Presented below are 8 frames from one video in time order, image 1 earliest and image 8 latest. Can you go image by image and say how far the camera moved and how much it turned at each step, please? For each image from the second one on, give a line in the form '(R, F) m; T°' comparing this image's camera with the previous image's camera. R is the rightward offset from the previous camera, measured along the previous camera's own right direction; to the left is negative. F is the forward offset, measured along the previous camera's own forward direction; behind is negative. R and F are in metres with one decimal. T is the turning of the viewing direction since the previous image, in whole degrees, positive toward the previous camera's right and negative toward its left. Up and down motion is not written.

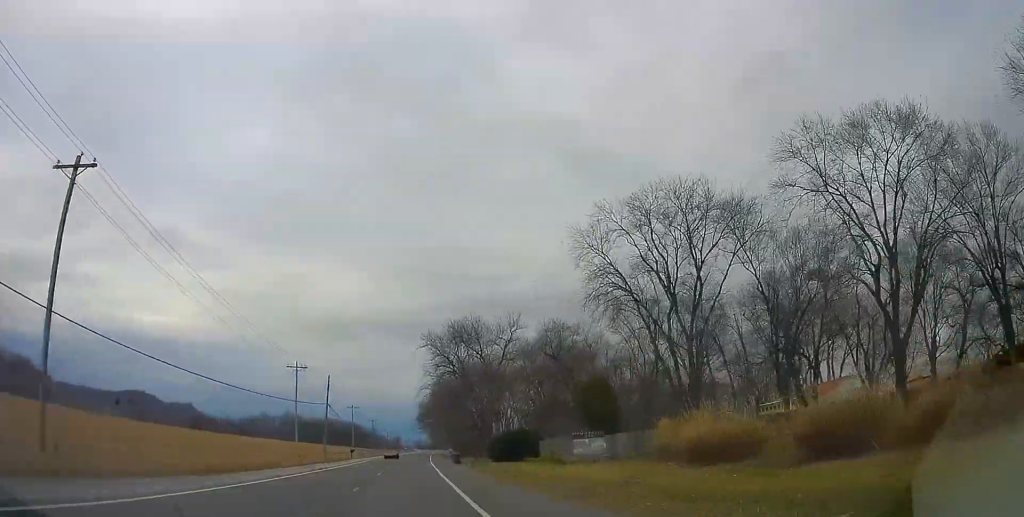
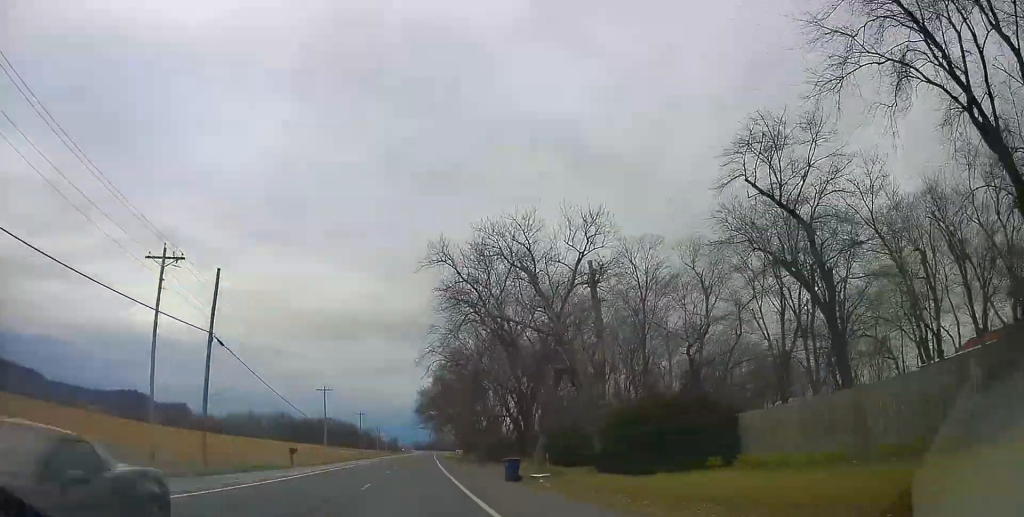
(-0.3, +36.8) m; 0°
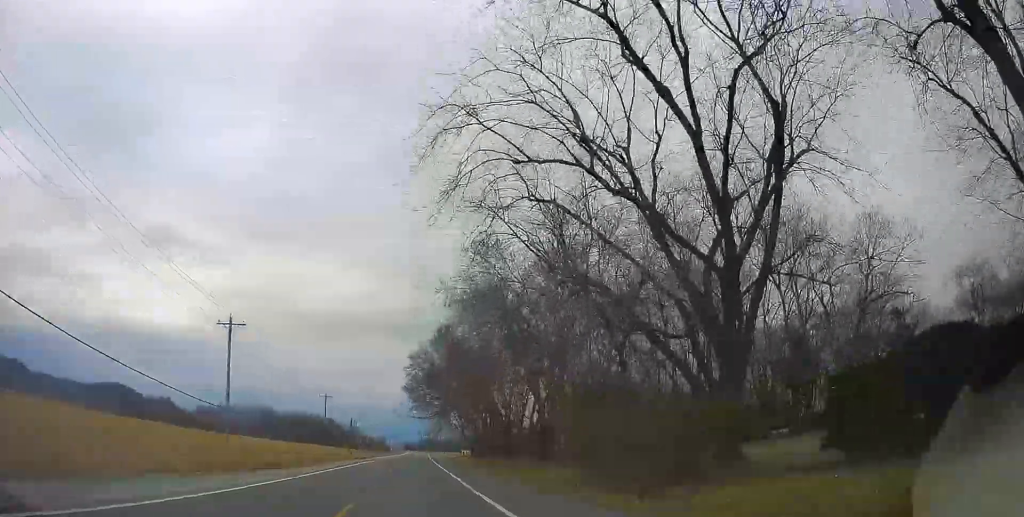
(+0.3, +43.2) m; +1°
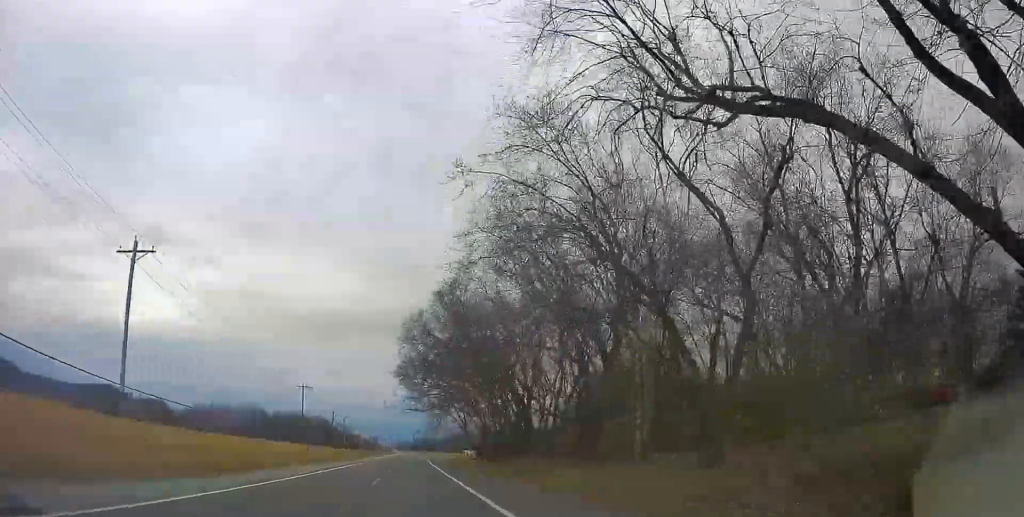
(0.0, +16.2) m; 0°
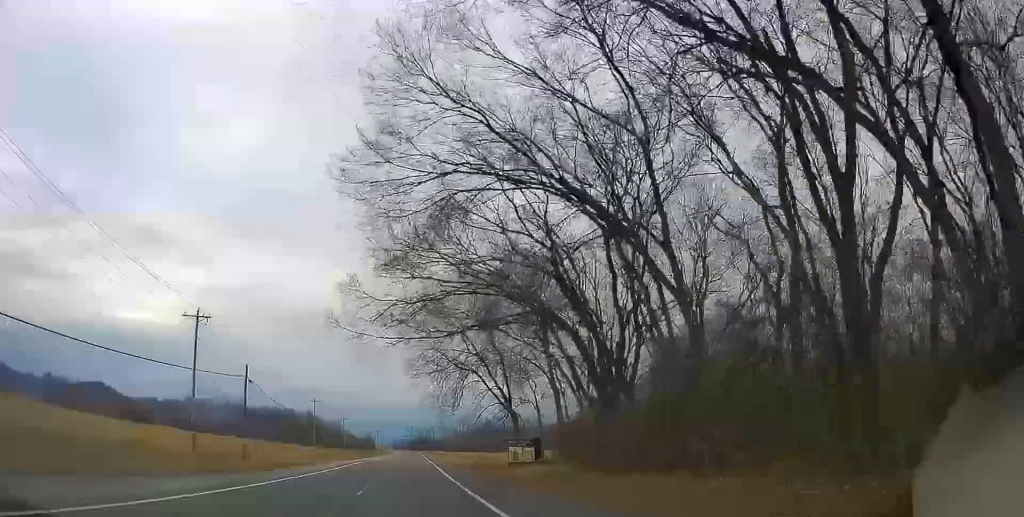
(+0.5, +42.0) m; 0°
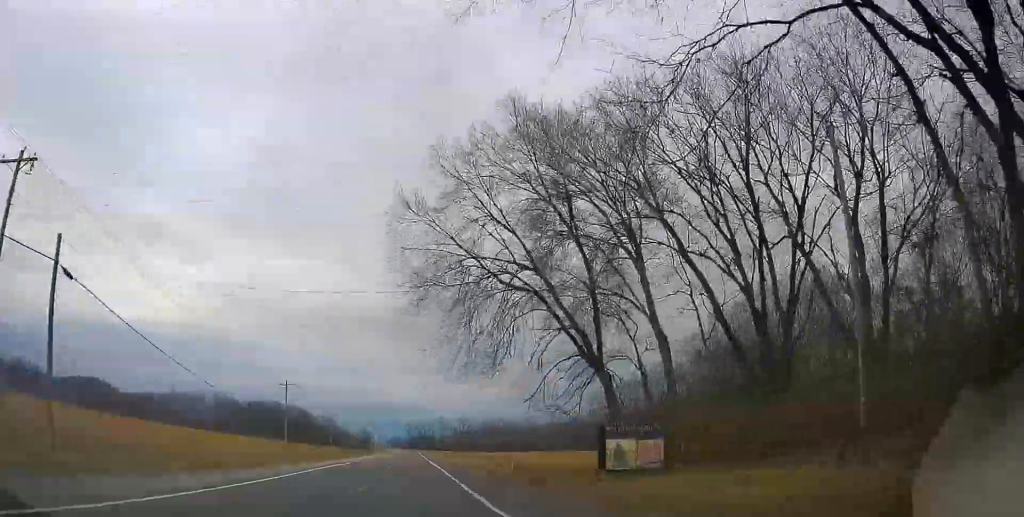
(-0.2, +23.2) m; -1°
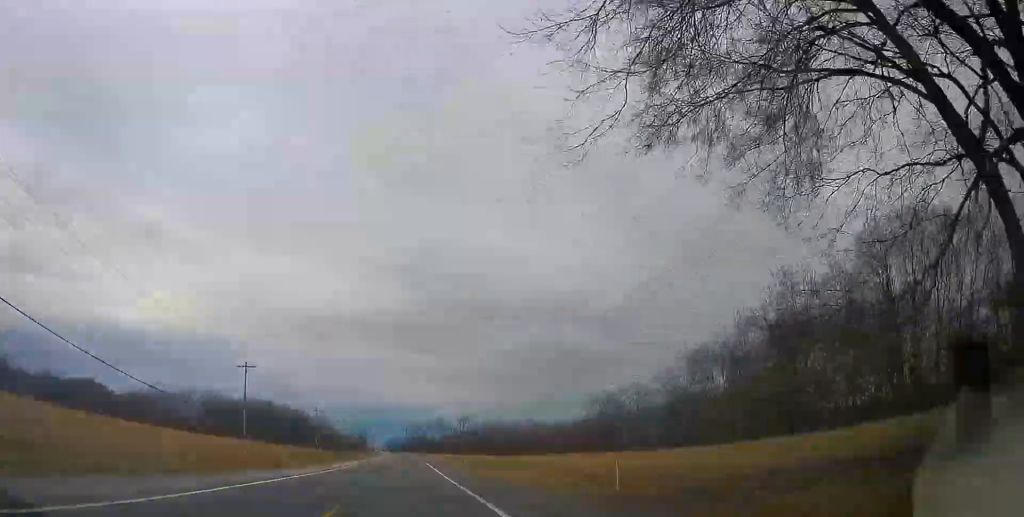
(-0.2, +20.5) m; 0°
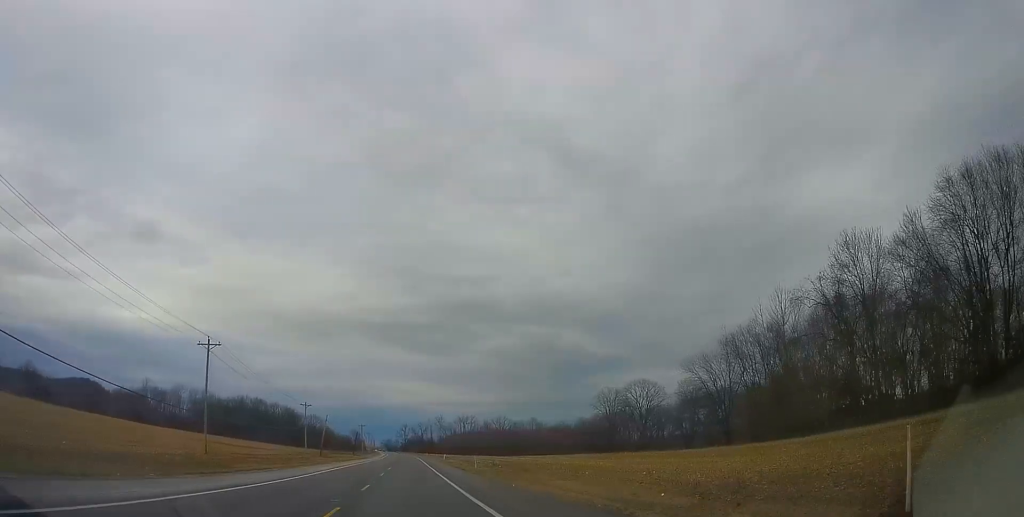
(0.0, +12.5) m; +1°
